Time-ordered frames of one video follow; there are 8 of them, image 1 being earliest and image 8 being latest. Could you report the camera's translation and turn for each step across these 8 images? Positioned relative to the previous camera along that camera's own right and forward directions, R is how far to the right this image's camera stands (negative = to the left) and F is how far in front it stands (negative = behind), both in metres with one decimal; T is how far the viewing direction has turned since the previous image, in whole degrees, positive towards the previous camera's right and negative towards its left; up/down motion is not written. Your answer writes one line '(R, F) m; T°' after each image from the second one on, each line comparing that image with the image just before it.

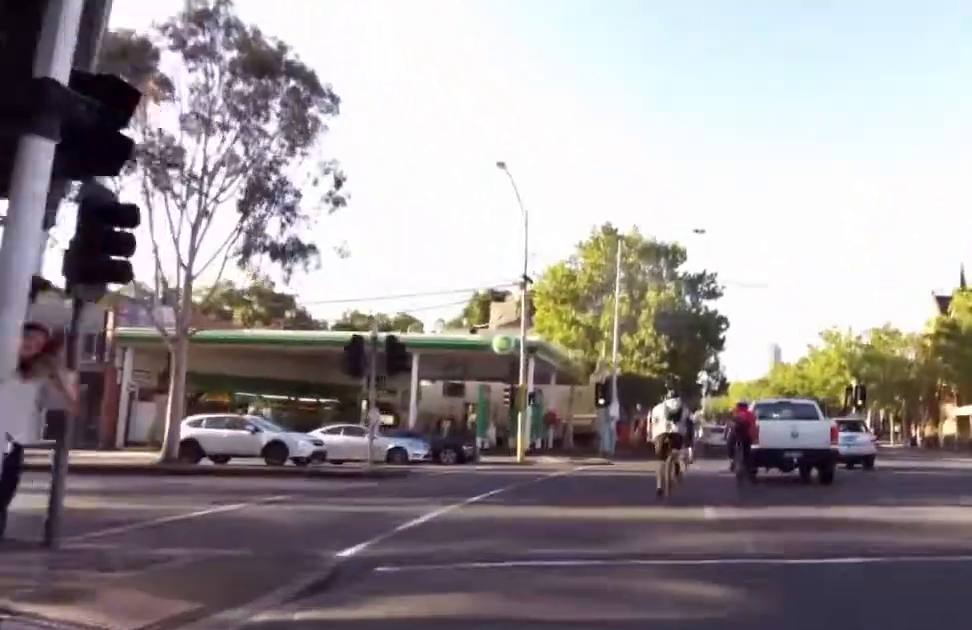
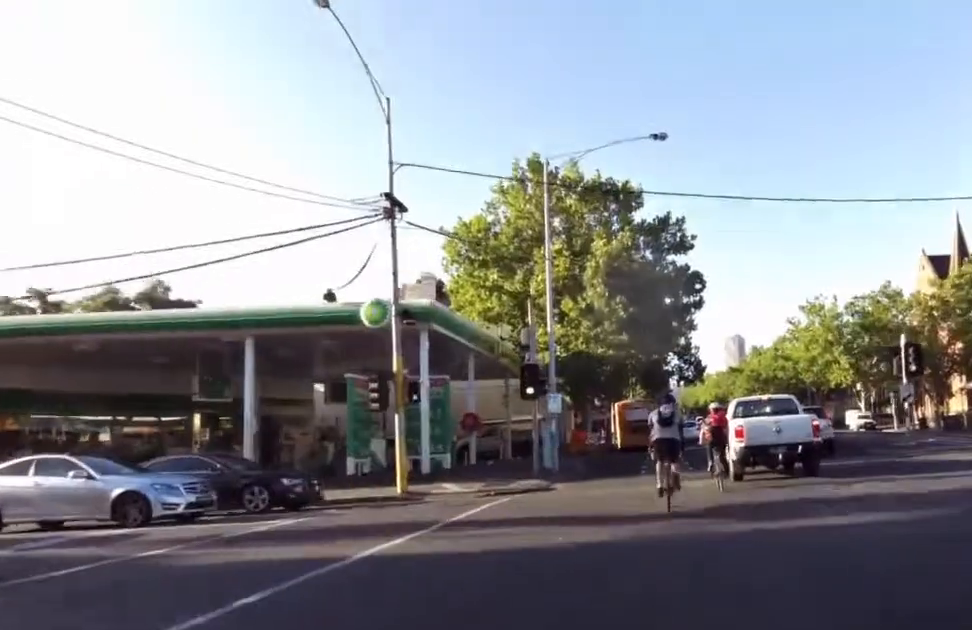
(-0.9, +11.5) m; 0°
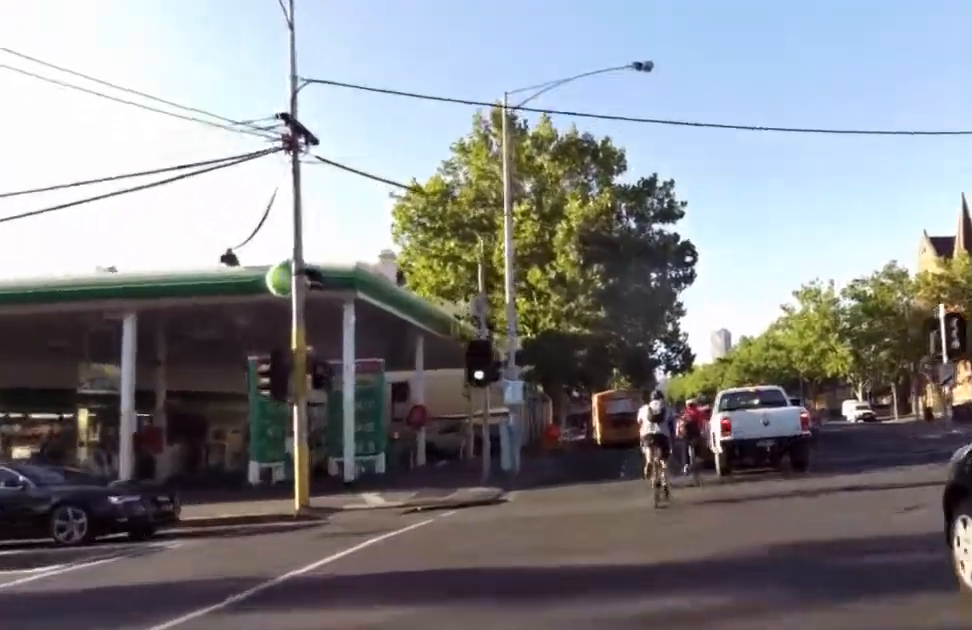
(+0.1, +4.7) m; +2°
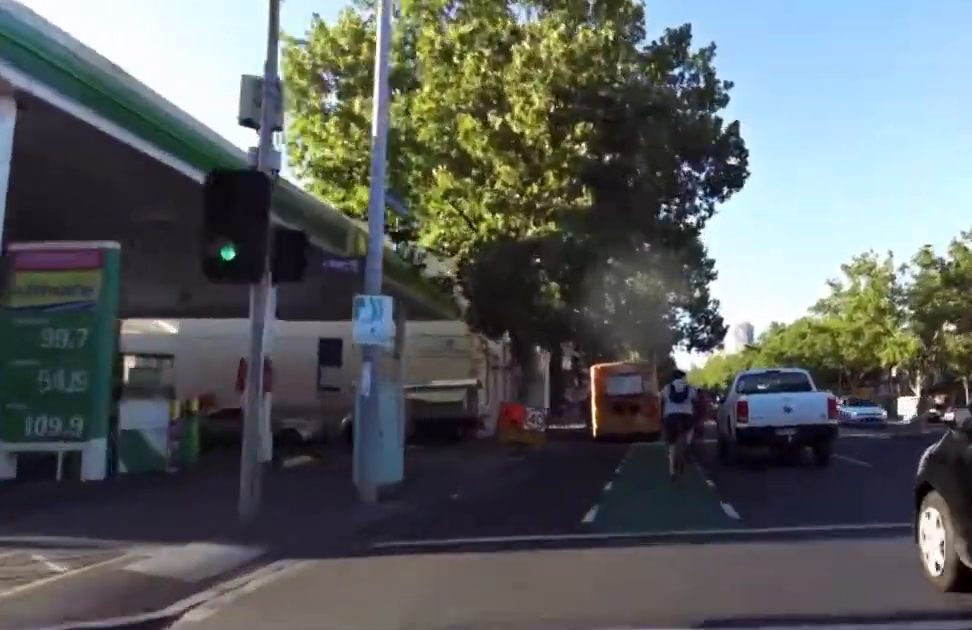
(+0.2, +10.9) m; 0°
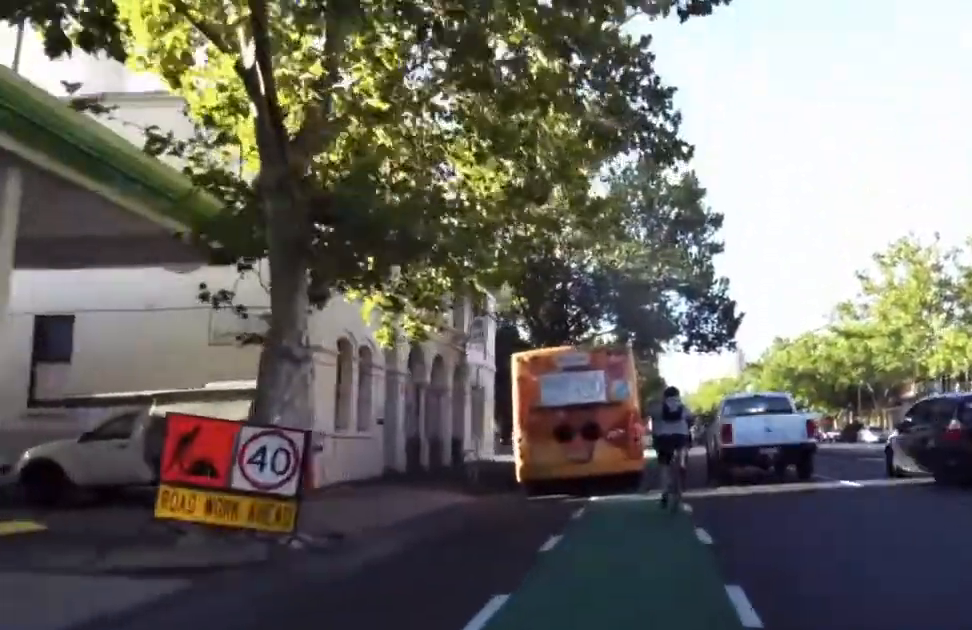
(+0.7, +12.5) m; +1°
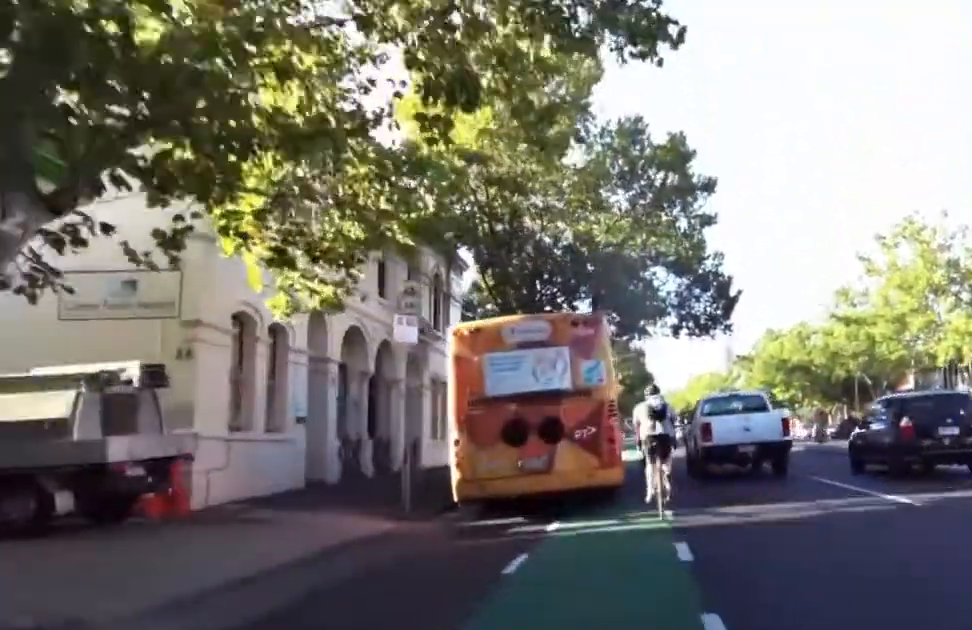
(-0.6, +3.6) m; 0°
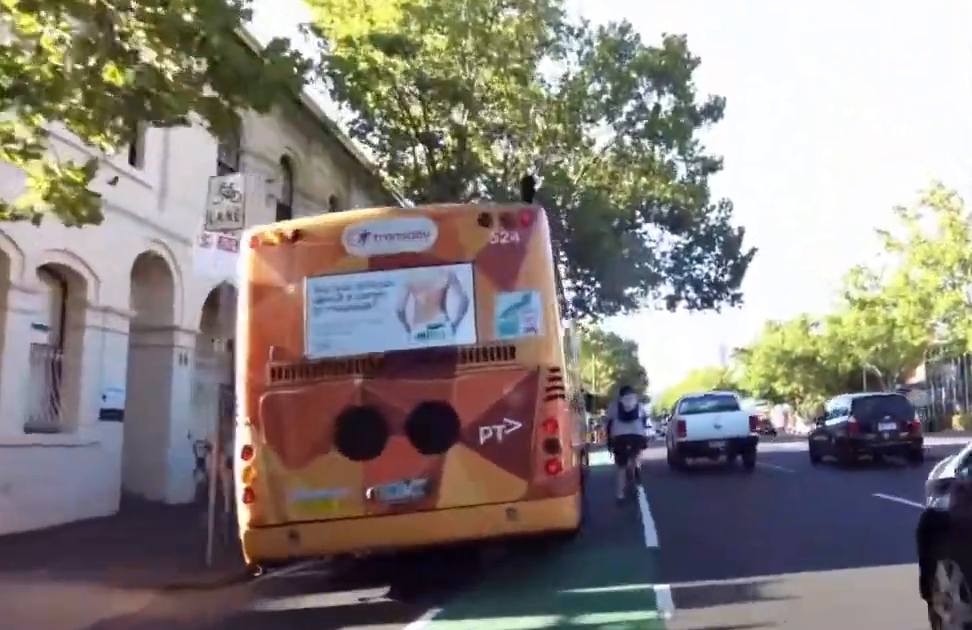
(-0.3, +5.3) m; 0°
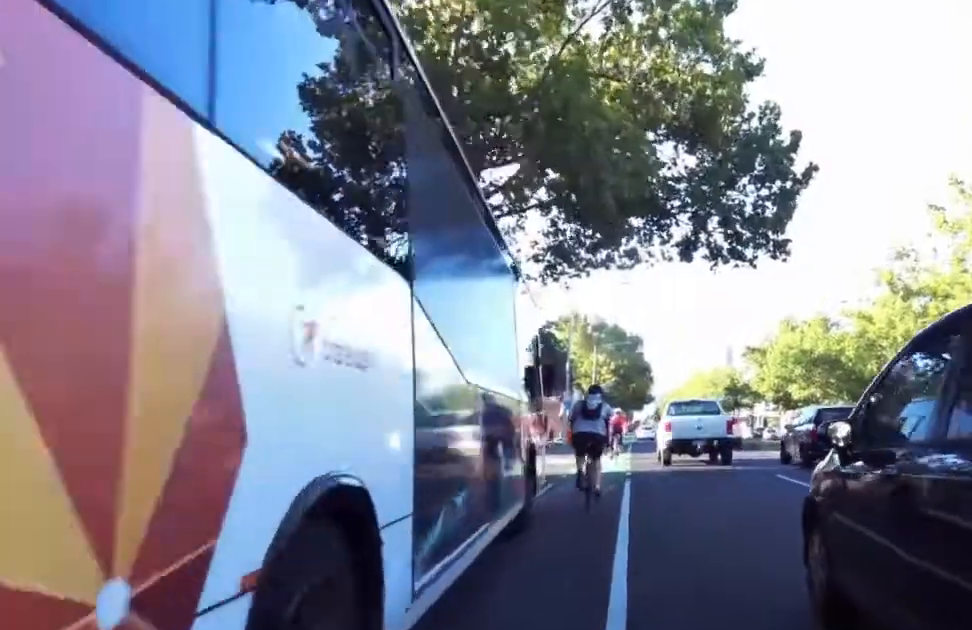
(+0.8, +6.4) m; -1°
